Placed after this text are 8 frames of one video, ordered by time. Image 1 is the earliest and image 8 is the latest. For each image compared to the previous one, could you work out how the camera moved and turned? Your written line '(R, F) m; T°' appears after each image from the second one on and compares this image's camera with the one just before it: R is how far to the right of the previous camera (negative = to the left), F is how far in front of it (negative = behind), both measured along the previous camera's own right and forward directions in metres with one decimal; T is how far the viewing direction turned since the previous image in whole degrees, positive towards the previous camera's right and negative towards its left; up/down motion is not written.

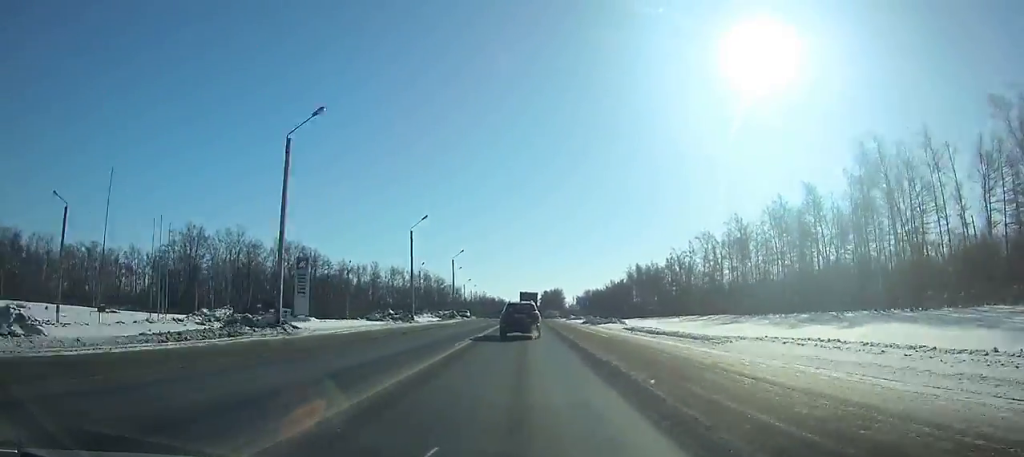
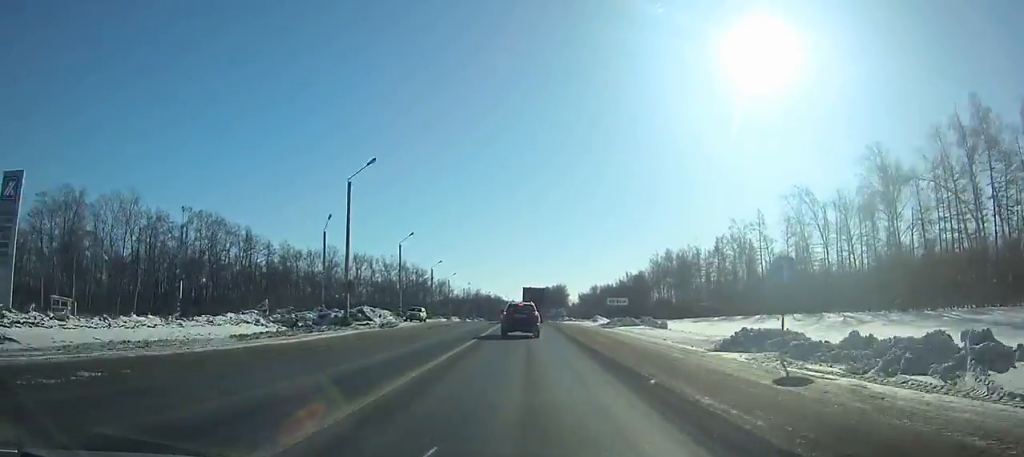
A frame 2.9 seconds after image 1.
(+0.2, +48.0) m; 0°
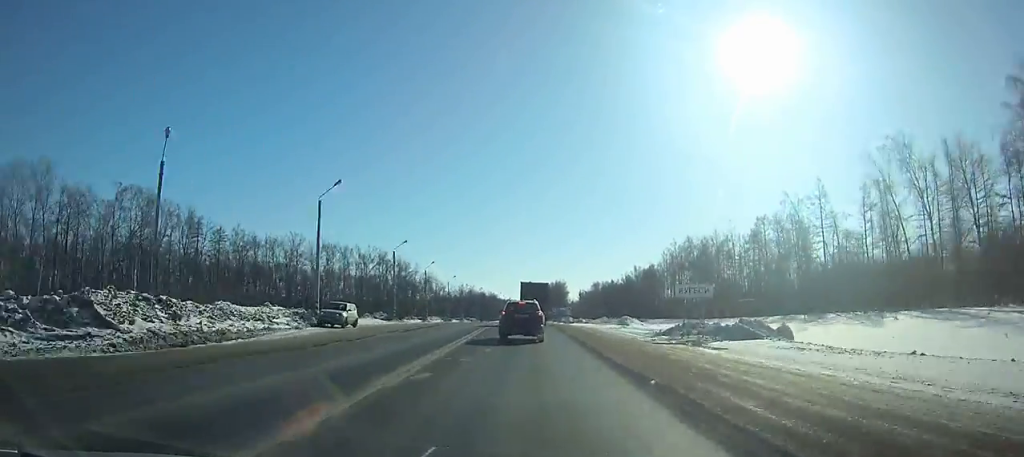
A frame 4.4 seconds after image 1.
(+0.1, +22.4) m; 0°
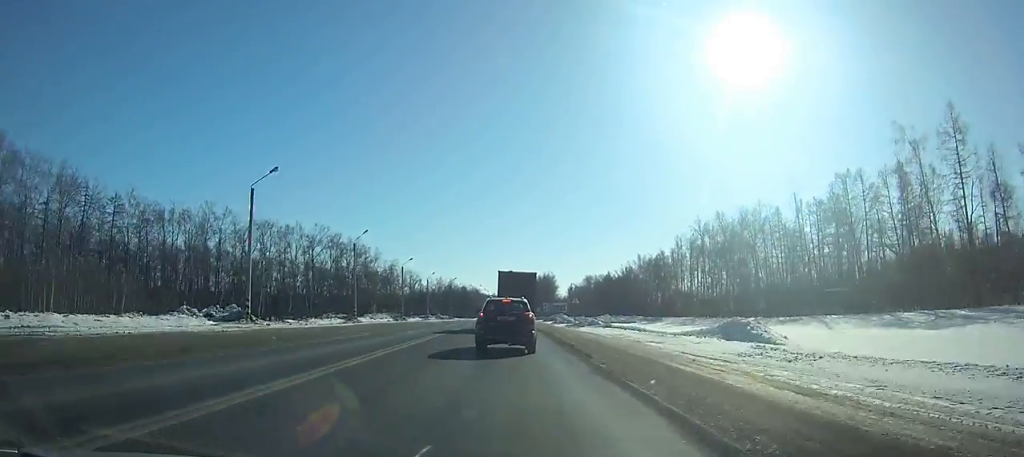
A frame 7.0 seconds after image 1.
(+0.2, +35.6) m; +1°
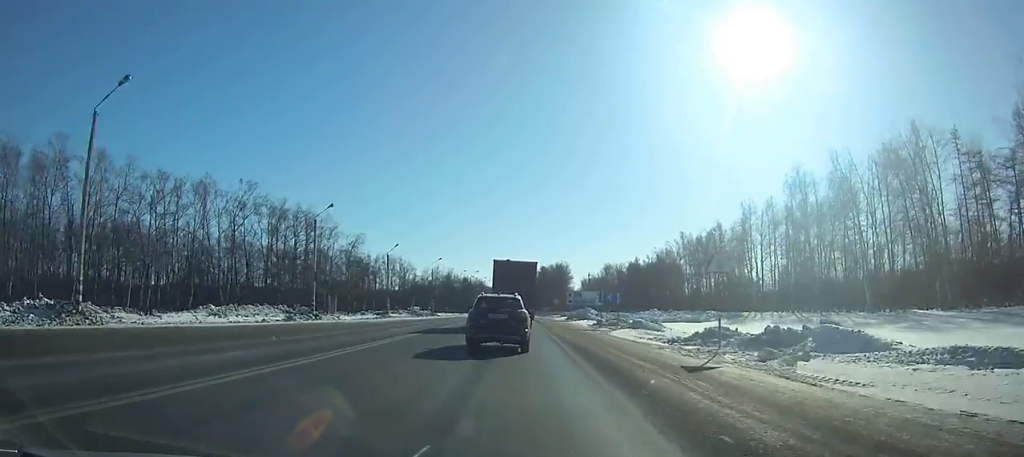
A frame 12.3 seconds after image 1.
(0.0, +54.2) m; 0°
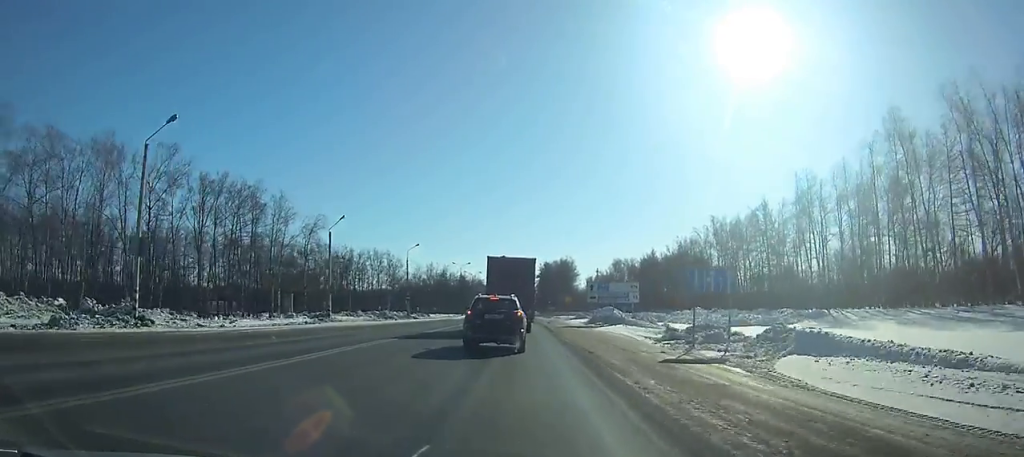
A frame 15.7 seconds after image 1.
(+0.1, +24.0) m; 0°
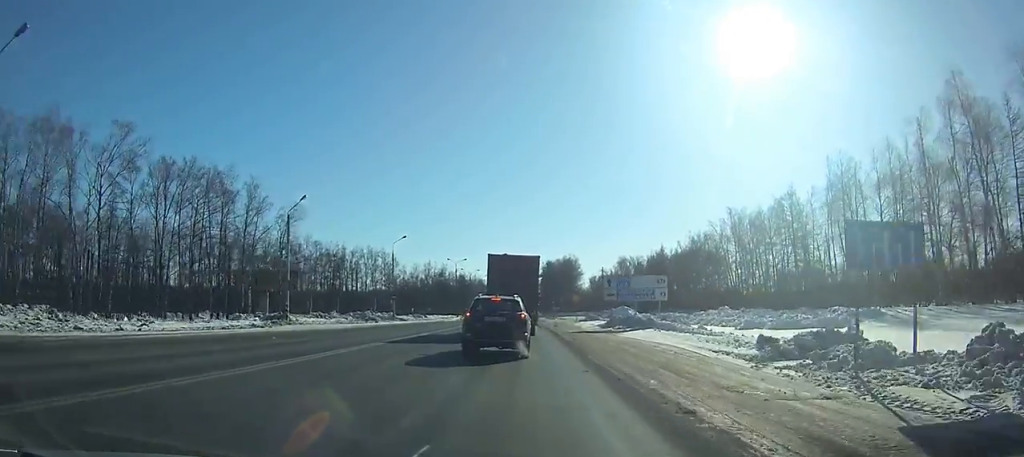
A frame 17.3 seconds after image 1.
(-0.1, +9.4) m; 0°
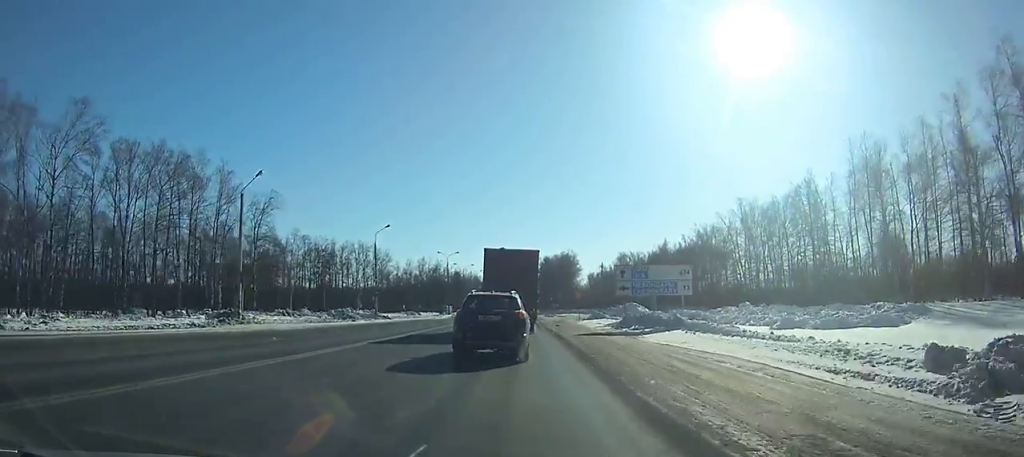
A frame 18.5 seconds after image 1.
(0.0, +6.4) m; 0°
